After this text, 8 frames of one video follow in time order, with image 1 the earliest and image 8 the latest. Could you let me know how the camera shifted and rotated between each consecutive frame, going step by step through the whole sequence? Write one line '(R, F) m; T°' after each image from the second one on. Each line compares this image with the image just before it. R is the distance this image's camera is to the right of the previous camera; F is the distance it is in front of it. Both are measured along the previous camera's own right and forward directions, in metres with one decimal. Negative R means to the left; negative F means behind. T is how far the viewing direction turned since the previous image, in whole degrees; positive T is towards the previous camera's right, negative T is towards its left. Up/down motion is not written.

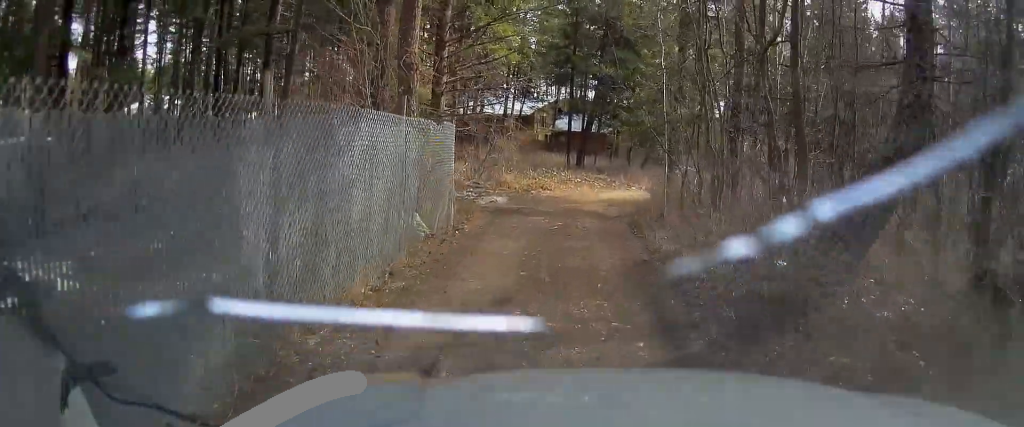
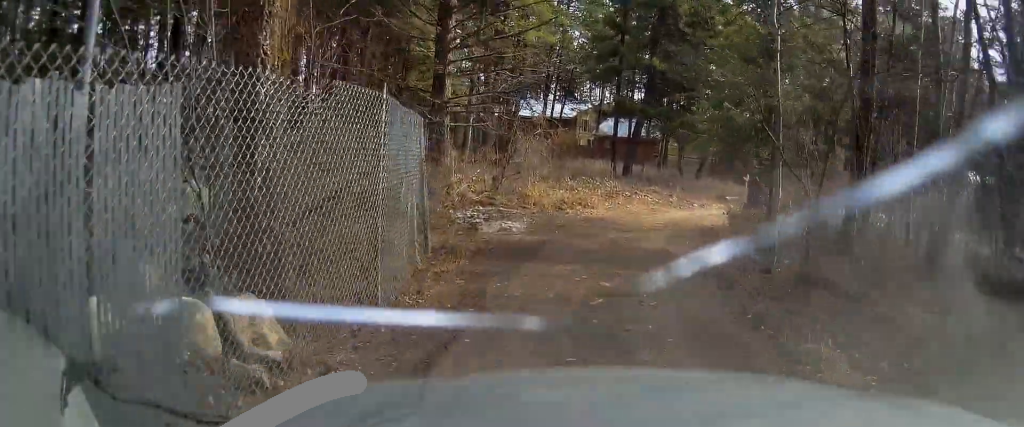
(+0.2, +5.6) m; -1°
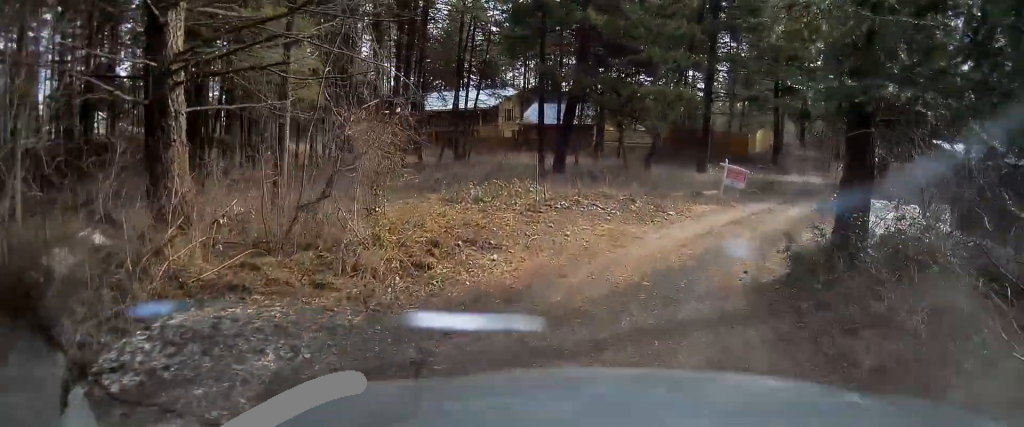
(-0.1, +8.3) m; +5°
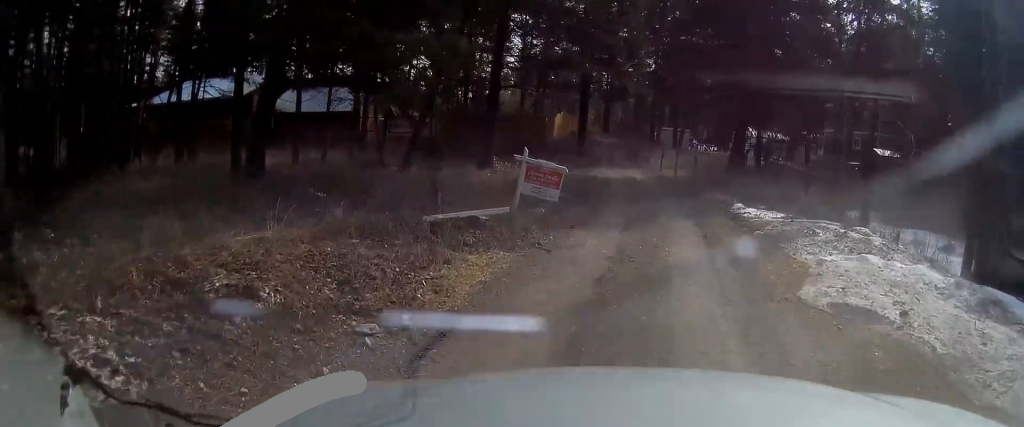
(+1.2, +9.6) m; +17°
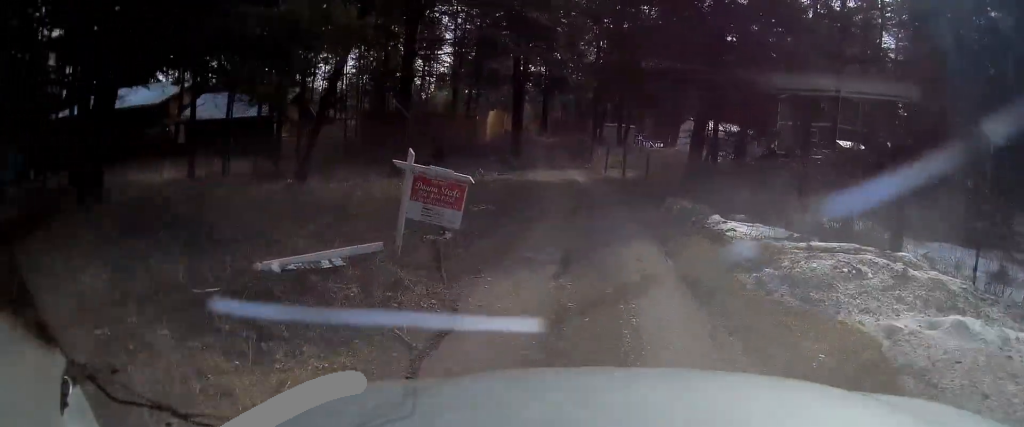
(+0.5, +3.9) m; +3°
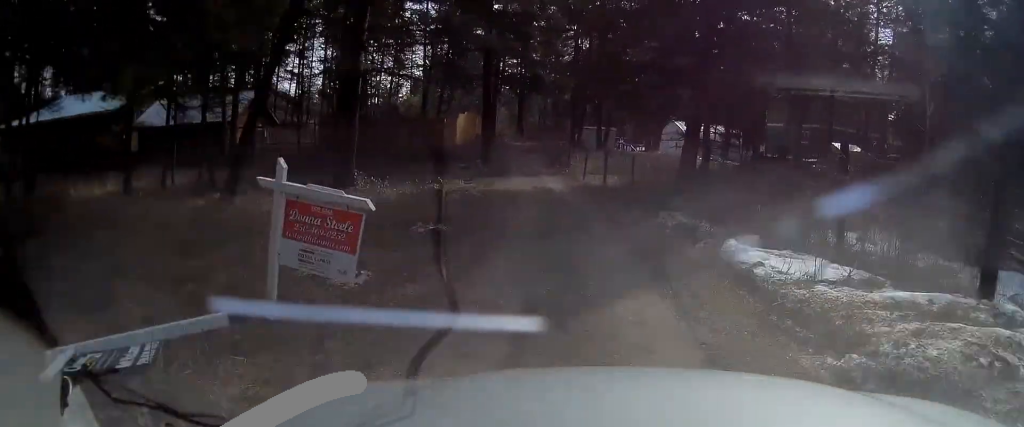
(0.0, +3.0) m; -2°
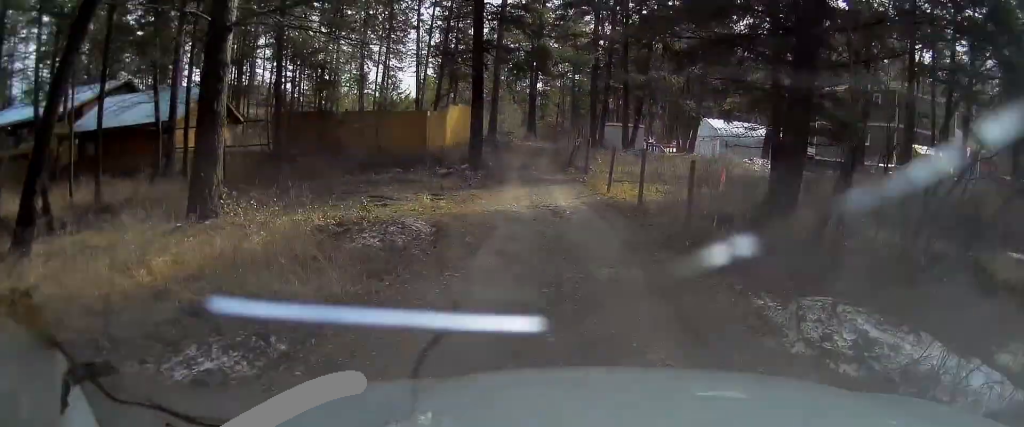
(-0.8, +7.9) m; -6°
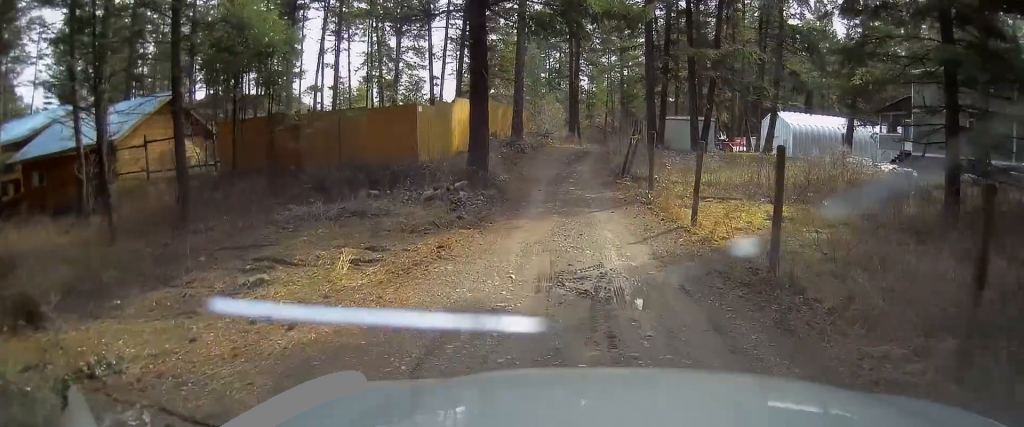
(+0.2, +8.2) m; -1°
